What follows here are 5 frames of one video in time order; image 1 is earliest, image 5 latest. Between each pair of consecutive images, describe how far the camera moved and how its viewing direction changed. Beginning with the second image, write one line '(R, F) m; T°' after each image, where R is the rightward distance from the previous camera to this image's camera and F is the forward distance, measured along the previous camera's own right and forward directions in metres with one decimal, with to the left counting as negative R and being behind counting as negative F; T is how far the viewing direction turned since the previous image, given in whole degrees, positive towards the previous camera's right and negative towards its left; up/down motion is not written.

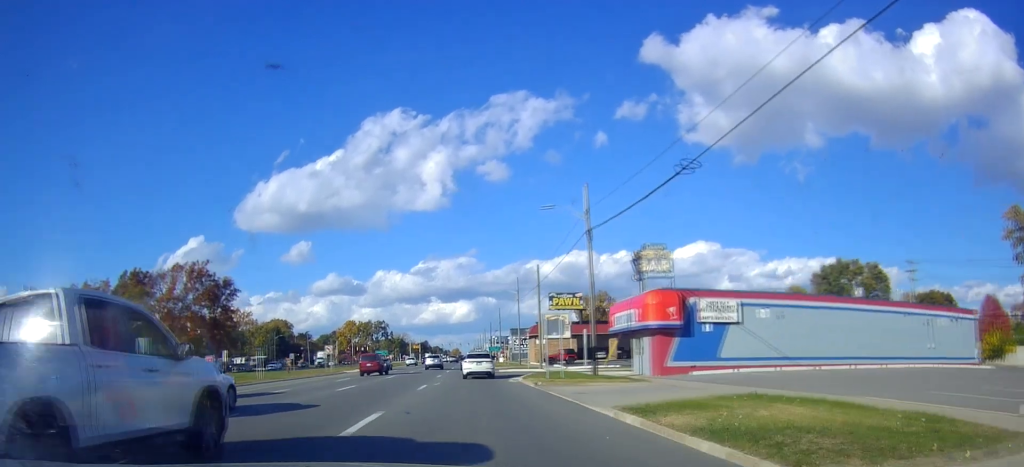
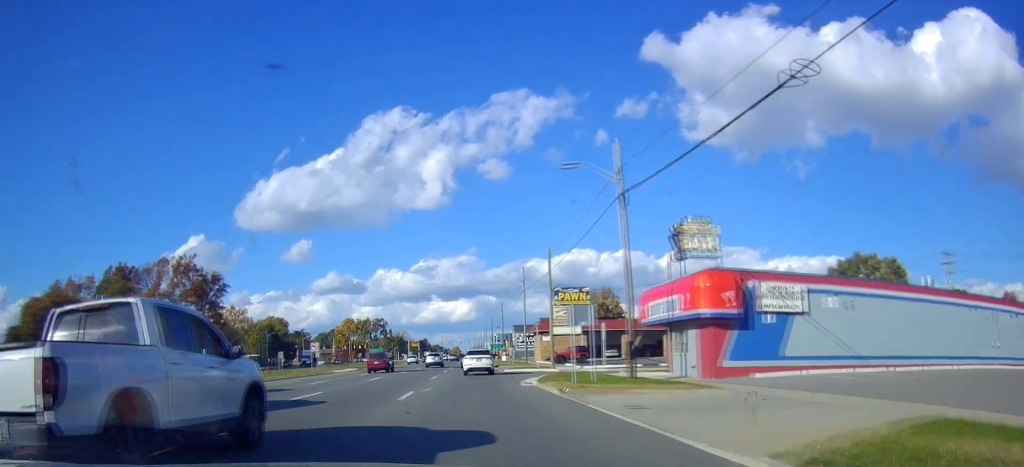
(-0.3, +6.8) m; 0°
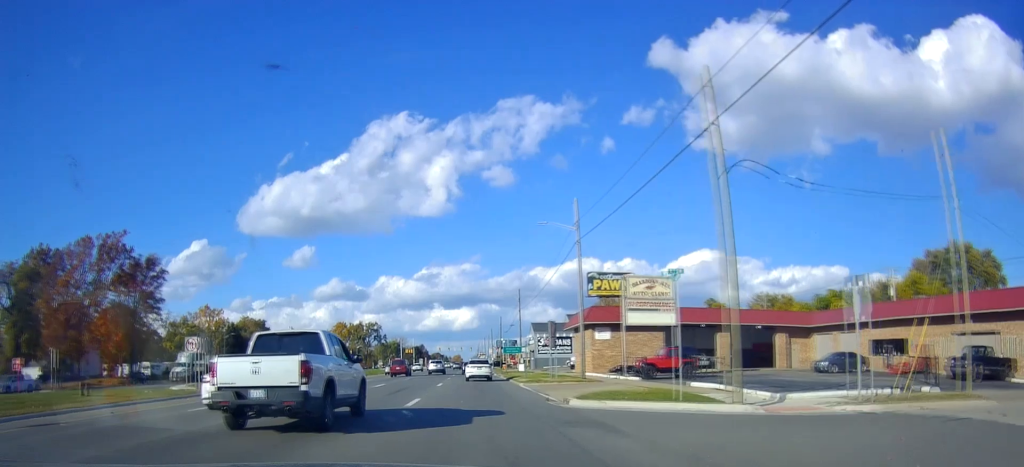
(+0.6, +30.8) m; +1°
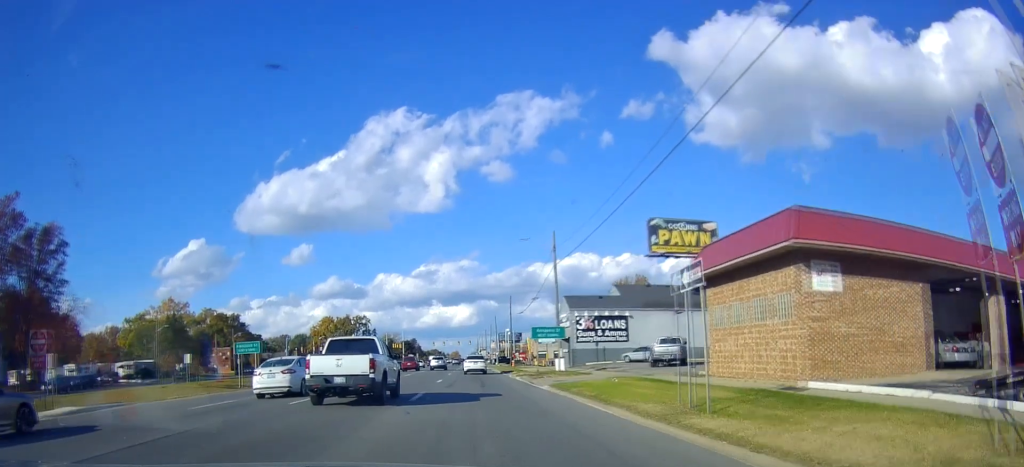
(-0.2, +30.9) m; -1°
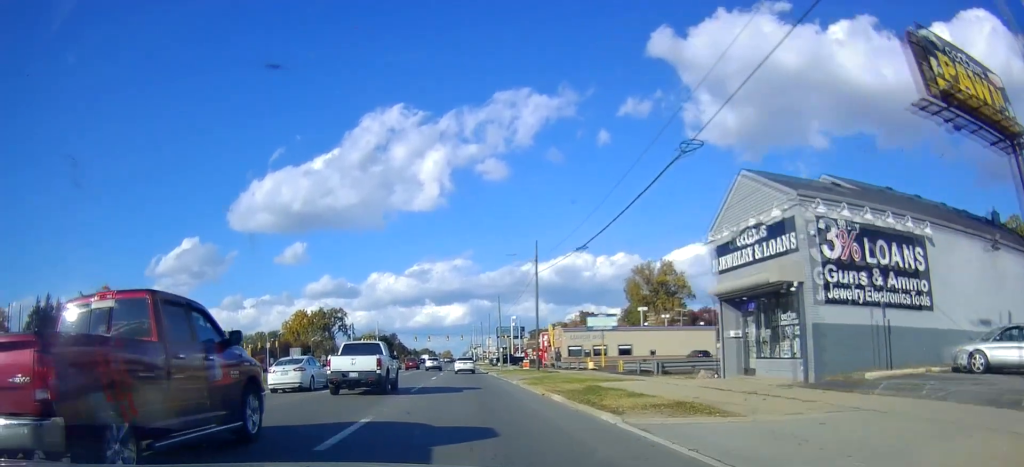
(-0.2, +40.0) m; 0°
